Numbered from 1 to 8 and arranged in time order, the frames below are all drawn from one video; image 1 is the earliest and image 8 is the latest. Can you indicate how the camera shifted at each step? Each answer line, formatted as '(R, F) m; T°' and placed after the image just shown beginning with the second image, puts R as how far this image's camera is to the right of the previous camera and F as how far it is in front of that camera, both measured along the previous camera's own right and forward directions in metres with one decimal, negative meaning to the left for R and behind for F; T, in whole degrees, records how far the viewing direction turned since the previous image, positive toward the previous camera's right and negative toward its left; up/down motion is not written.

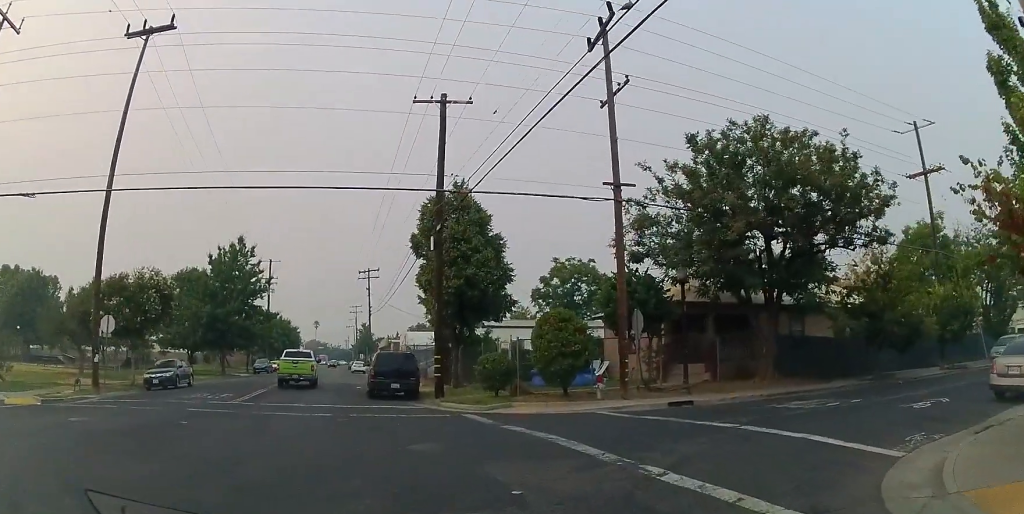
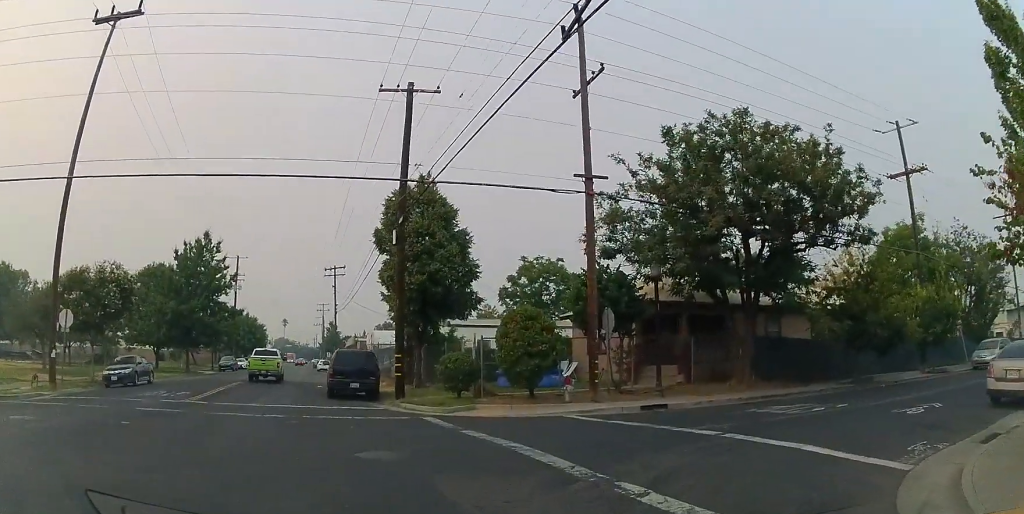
(+0.1, +1.5) m; +7°
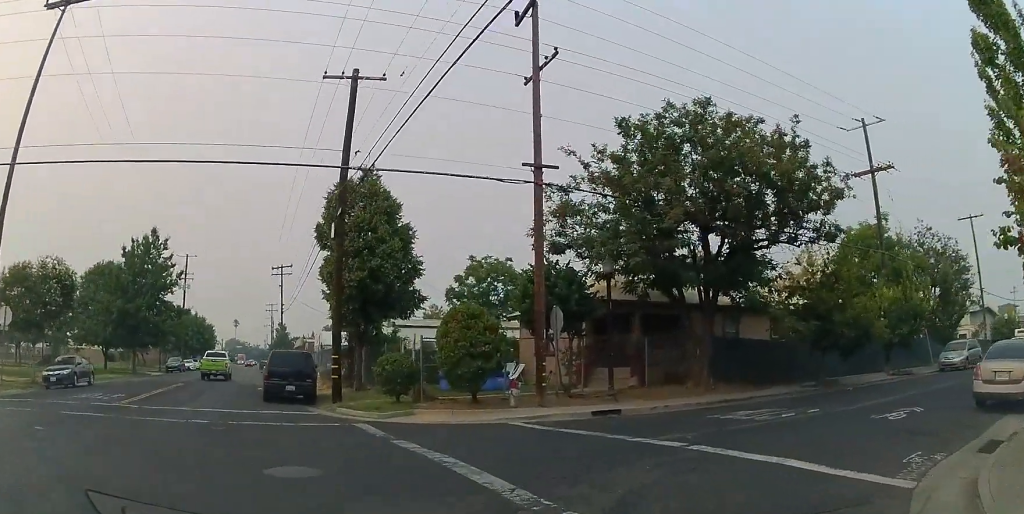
(+0.1, +1.3) m; +11°
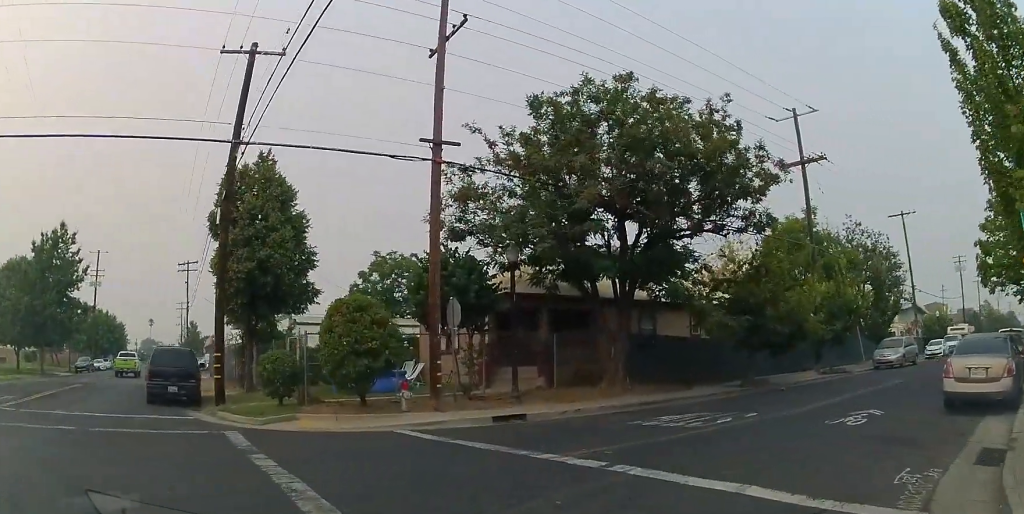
(+0.2, +1.7) m; +12°
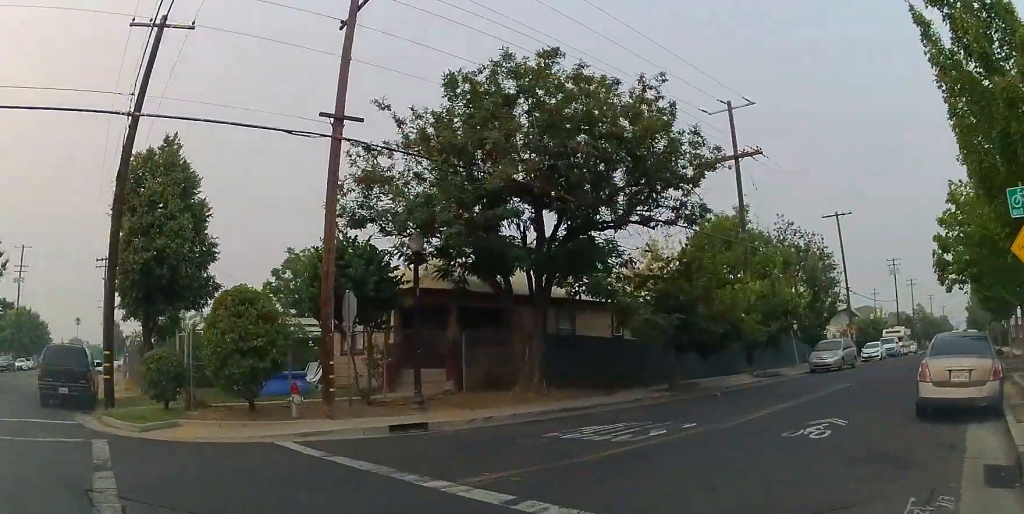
(+0.2, +1.3) m; +7°
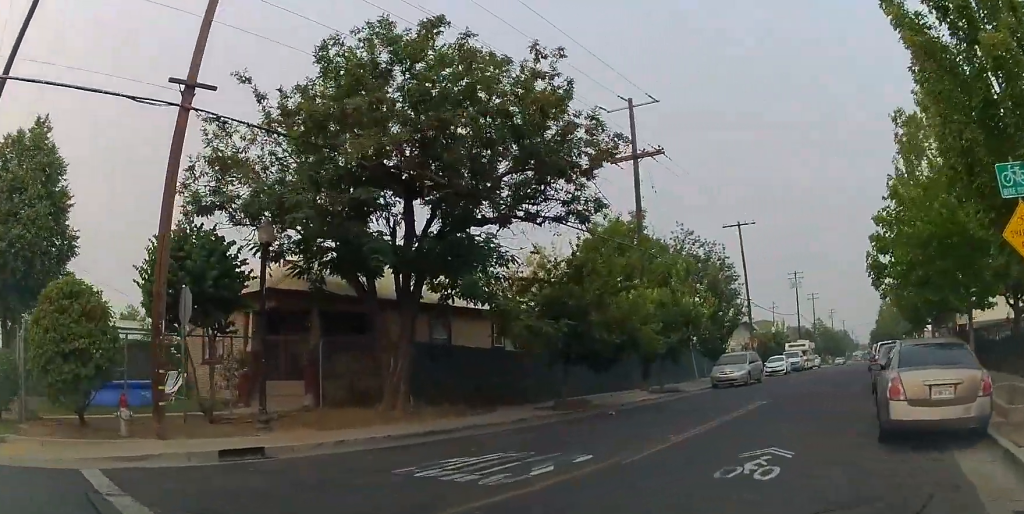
(+0.1, +1.9) m; +4°
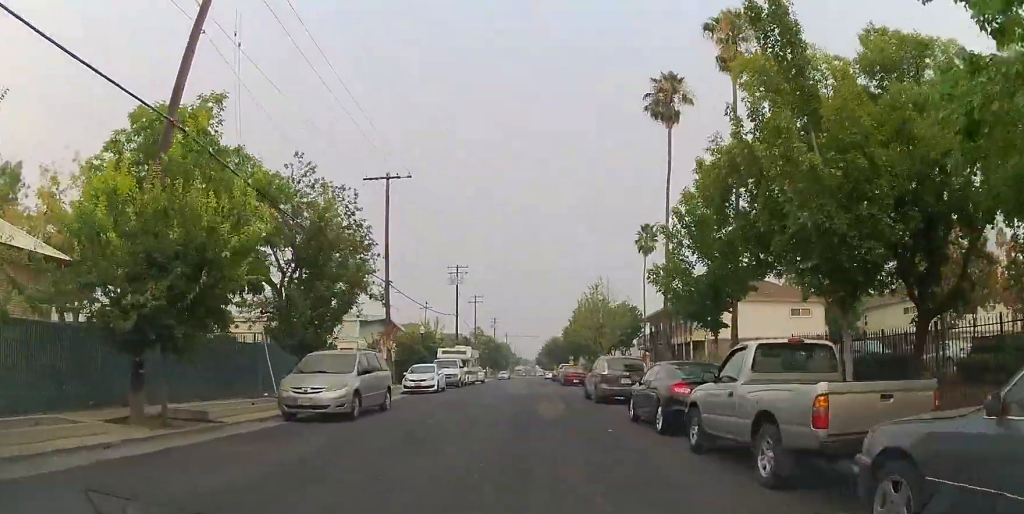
(+4.0, +12.8) m; +30°
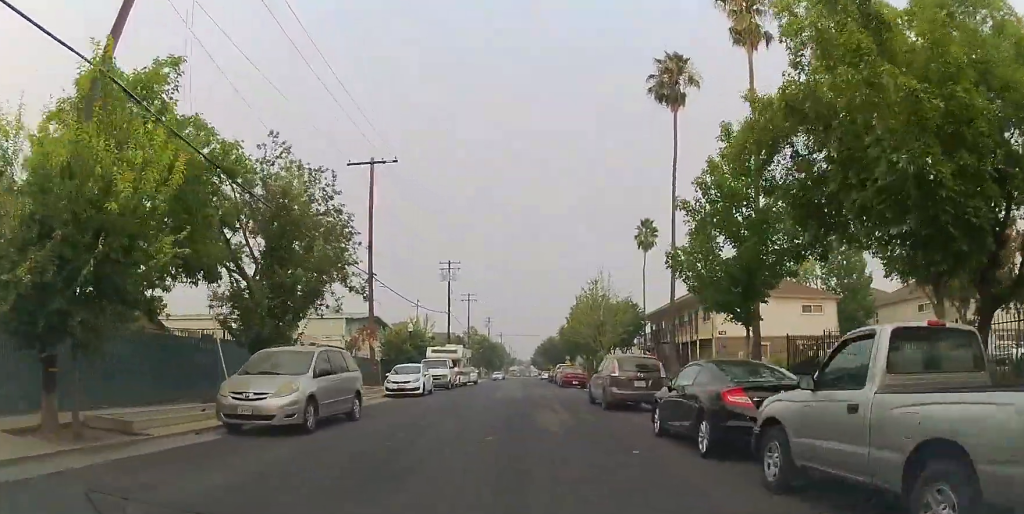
(+0.1, +2.8) m; -2°
